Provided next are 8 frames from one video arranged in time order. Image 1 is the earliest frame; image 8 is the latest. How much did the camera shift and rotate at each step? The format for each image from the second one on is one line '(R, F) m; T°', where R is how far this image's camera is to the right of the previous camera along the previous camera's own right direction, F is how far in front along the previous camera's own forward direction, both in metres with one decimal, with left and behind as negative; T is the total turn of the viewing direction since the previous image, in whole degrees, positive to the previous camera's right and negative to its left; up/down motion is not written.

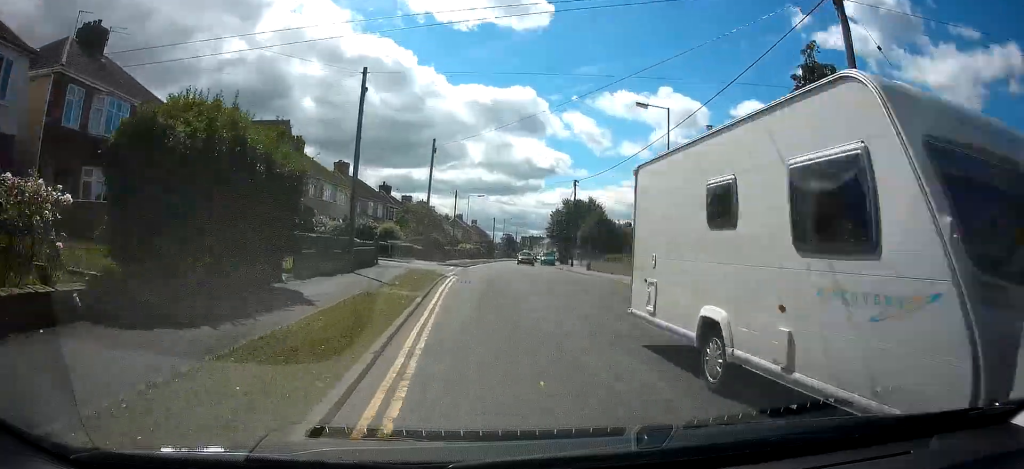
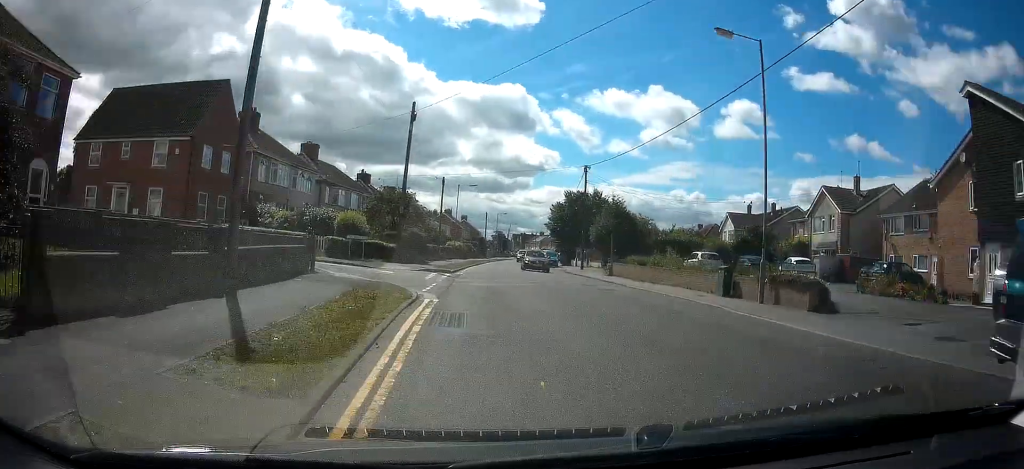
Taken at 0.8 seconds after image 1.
(+0.3, +9.9) m; +1°
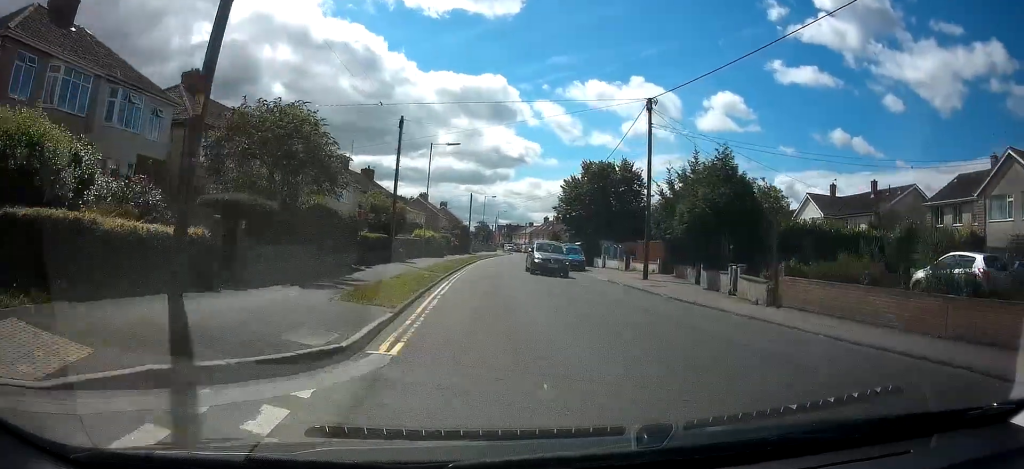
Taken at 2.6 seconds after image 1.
(0.0, +22.3) m; +1°
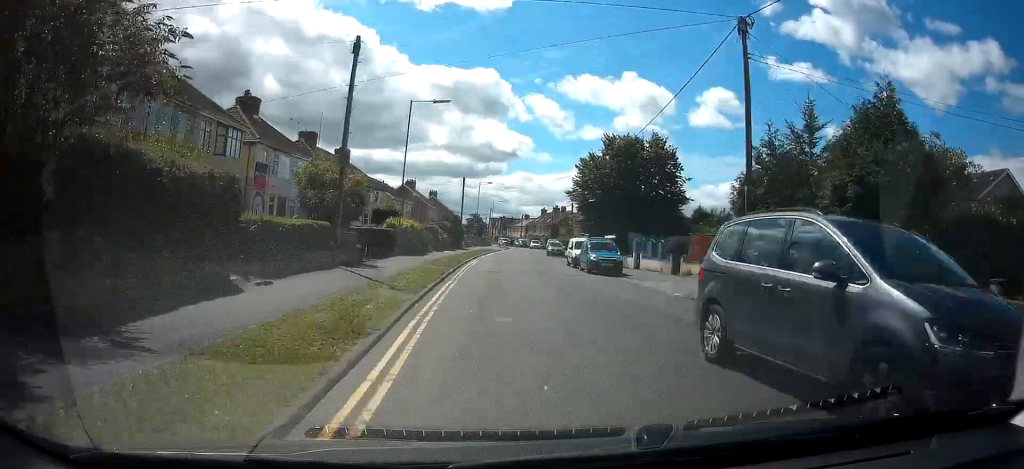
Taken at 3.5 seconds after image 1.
(+0.2, +11.2) m; +1°
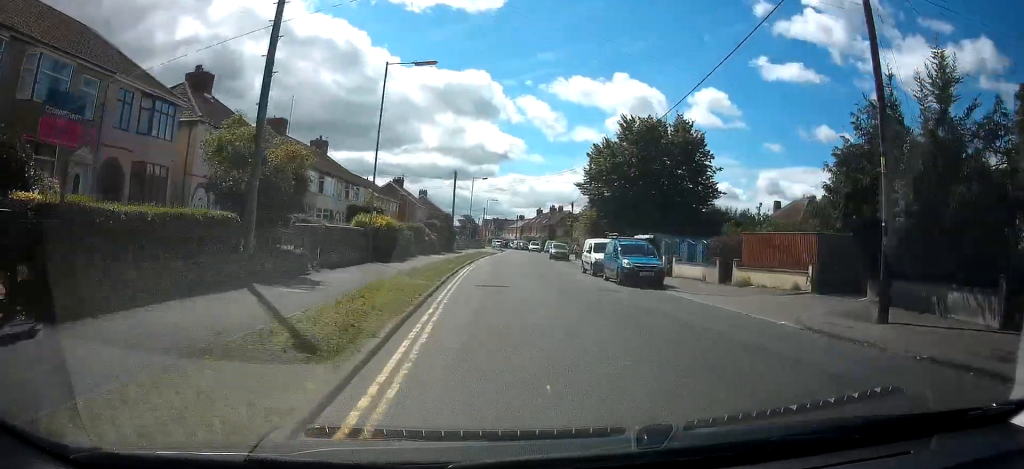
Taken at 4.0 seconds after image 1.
(0.0, +7.0) m; +1°
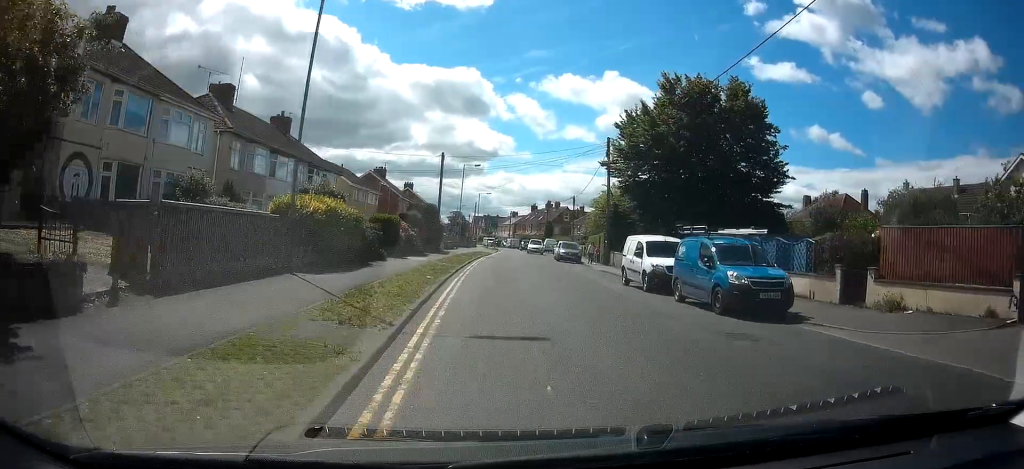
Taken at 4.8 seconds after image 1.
(0.0, +9.5) m; +2°
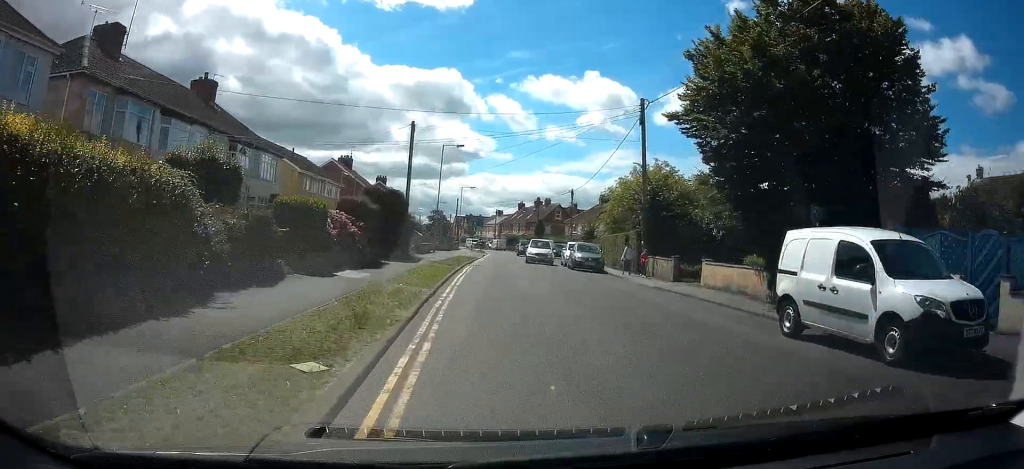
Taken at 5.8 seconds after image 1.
(+0.3, +11.9) m; +2°
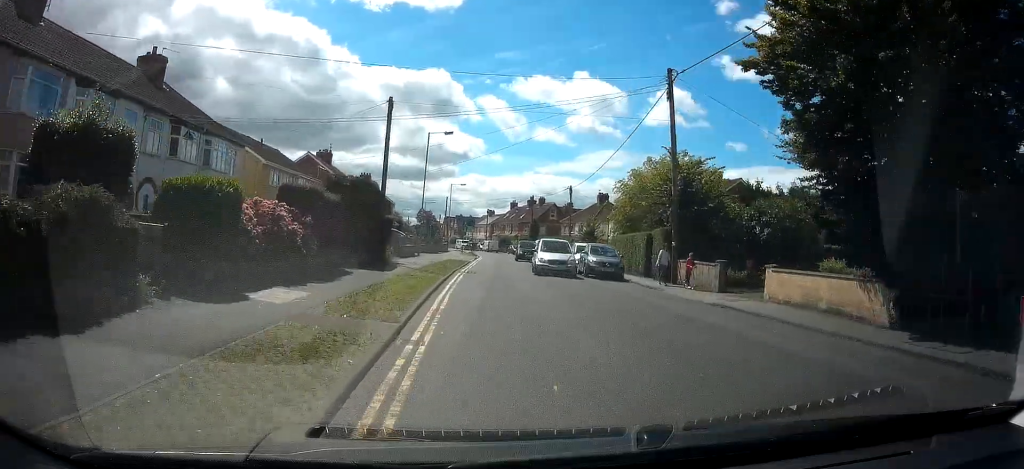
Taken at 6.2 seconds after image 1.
(+0.1, +5.7) m; +1°
